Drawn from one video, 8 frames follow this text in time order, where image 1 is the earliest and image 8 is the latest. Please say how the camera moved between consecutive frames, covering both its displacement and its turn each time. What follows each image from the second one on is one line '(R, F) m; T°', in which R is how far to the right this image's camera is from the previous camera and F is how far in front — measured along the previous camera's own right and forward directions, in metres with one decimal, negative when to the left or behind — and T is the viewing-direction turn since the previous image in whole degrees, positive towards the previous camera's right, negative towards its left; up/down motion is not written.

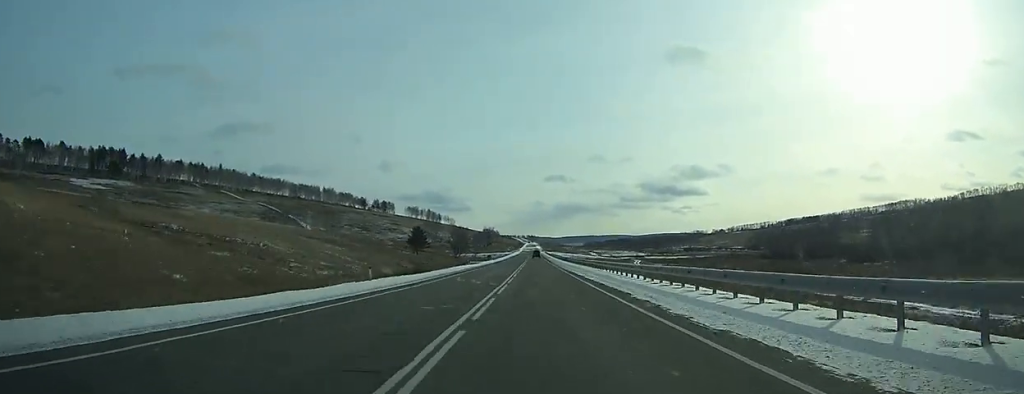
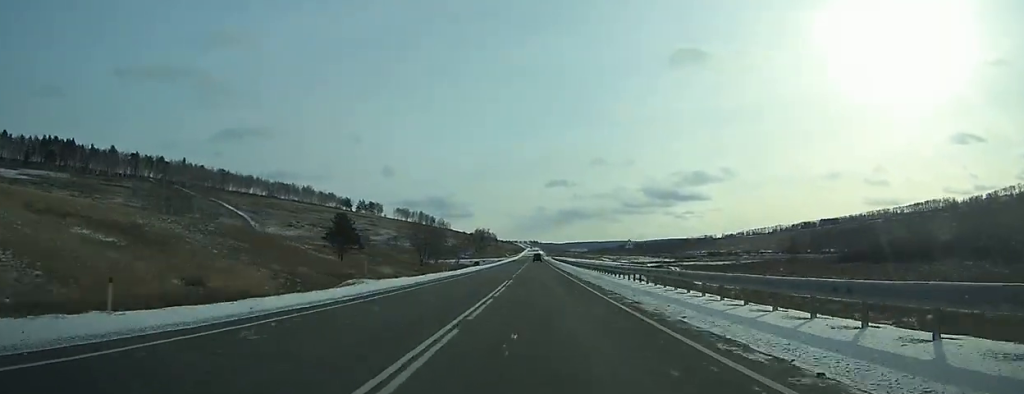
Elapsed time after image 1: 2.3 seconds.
(-0.3, +72.6) m; -1°
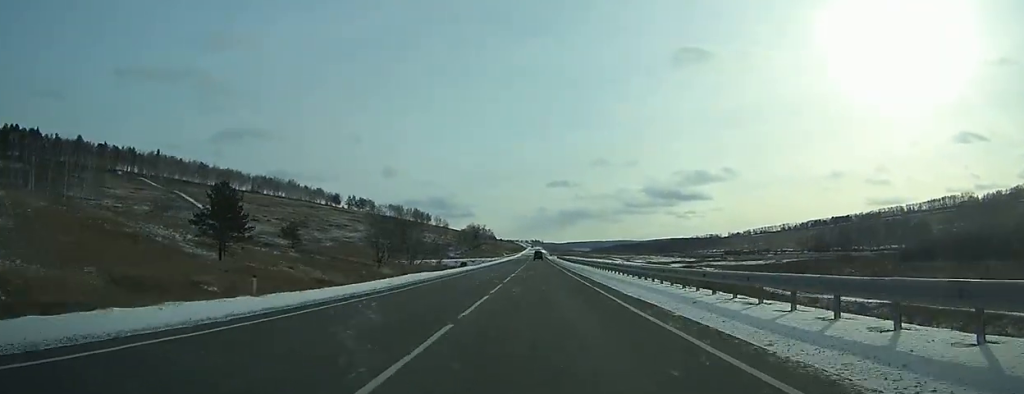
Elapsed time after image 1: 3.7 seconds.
(-0.4, +44.0) m; 0°
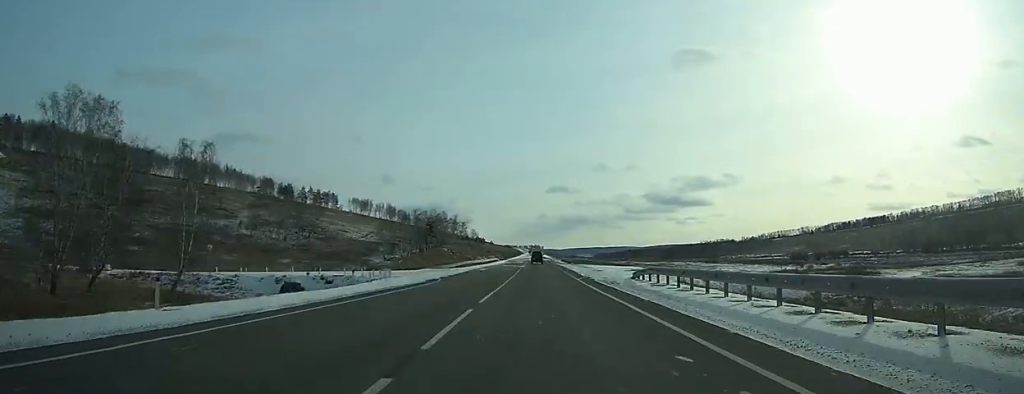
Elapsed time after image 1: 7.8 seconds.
(0.0, +122.5) m; 0°
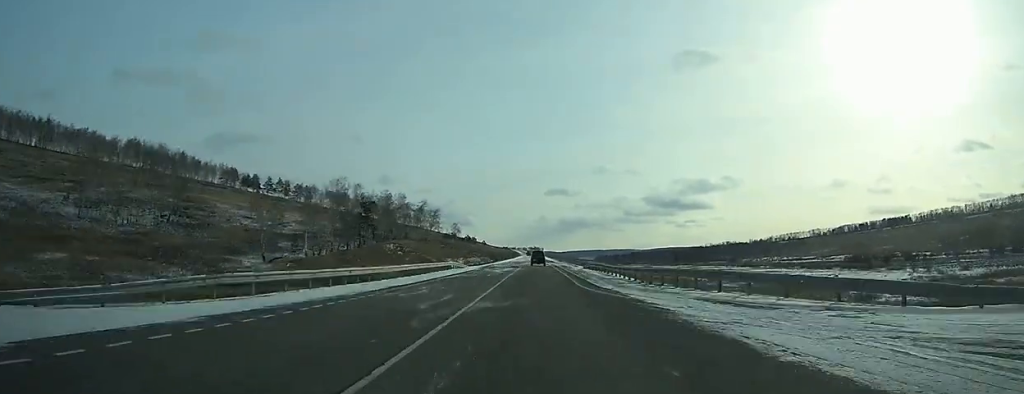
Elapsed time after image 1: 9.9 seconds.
(+0.2, +62.1) m; 0°
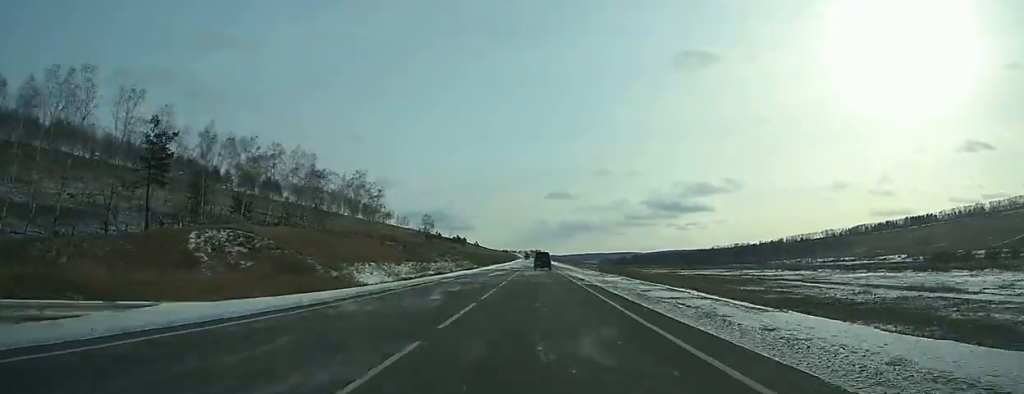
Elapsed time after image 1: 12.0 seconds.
(+0.1, +64.3) m; 0°
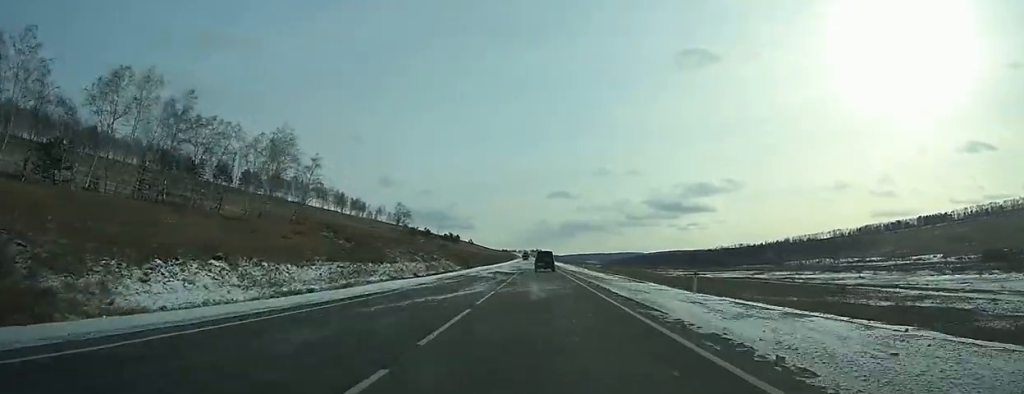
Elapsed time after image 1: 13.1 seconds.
(0.0, +35.3) m; 0°
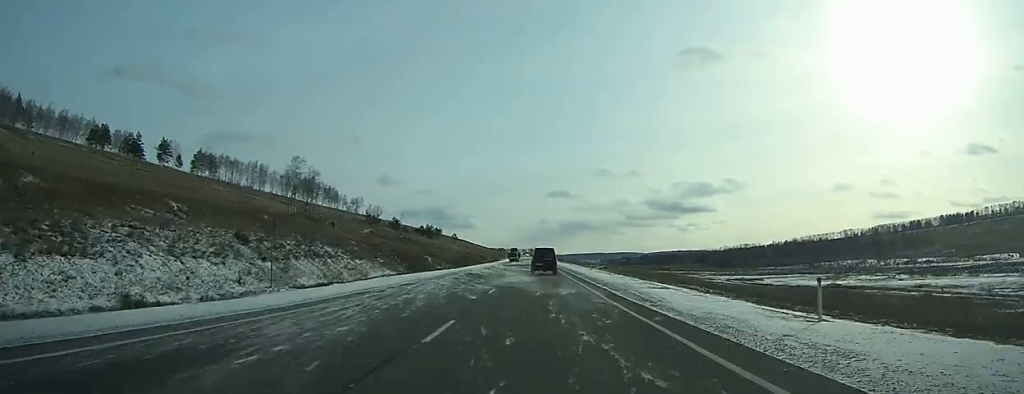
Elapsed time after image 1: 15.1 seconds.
(0.0, +61.0) m; 0°
